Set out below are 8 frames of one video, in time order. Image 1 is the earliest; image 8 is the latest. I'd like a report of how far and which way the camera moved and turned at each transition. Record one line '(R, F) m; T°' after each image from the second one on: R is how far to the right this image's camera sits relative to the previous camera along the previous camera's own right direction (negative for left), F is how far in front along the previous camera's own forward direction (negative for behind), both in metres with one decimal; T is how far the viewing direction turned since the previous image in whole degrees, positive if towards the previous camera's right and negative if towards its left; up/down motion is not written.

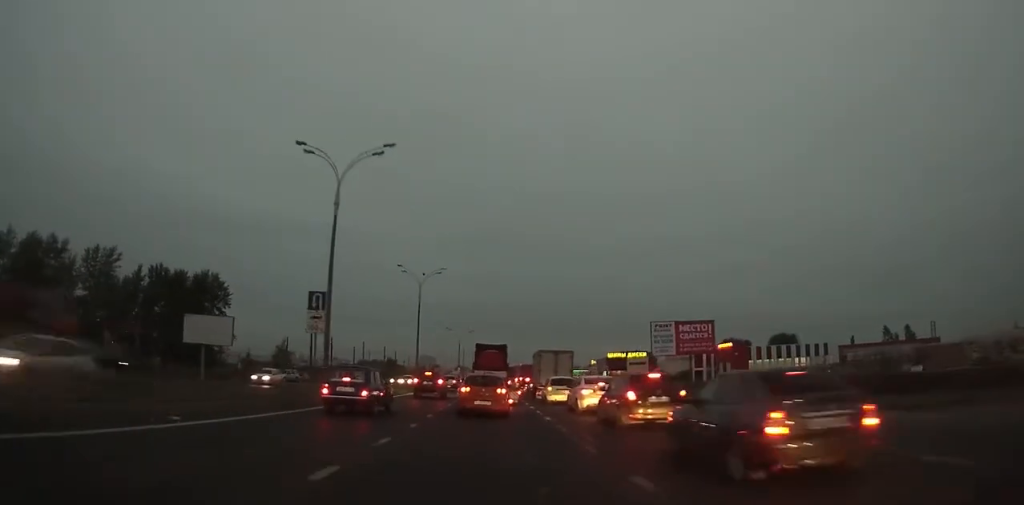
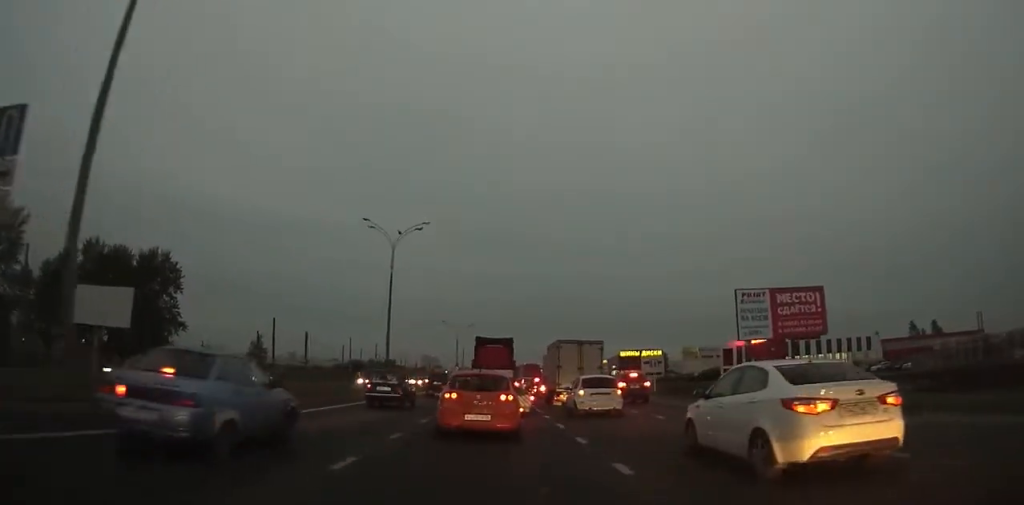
(-0.1, +18.4) m; -1°
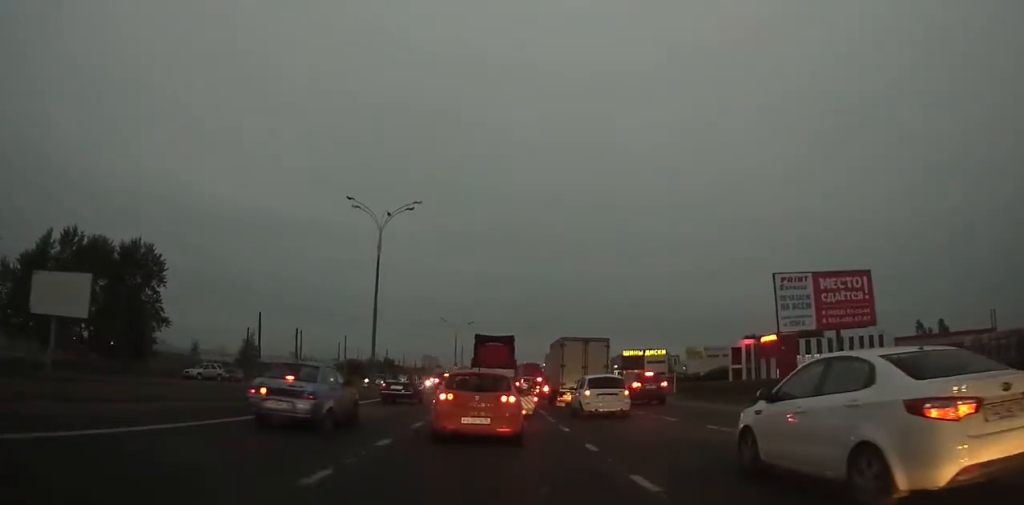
(0.0, +6.2) m; 0°
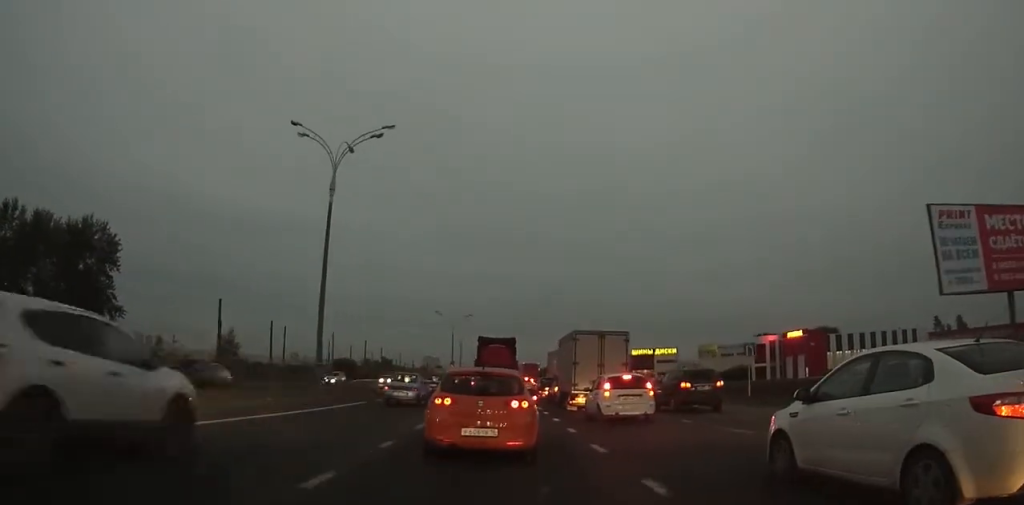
(0.0, +15.4) m; 0°
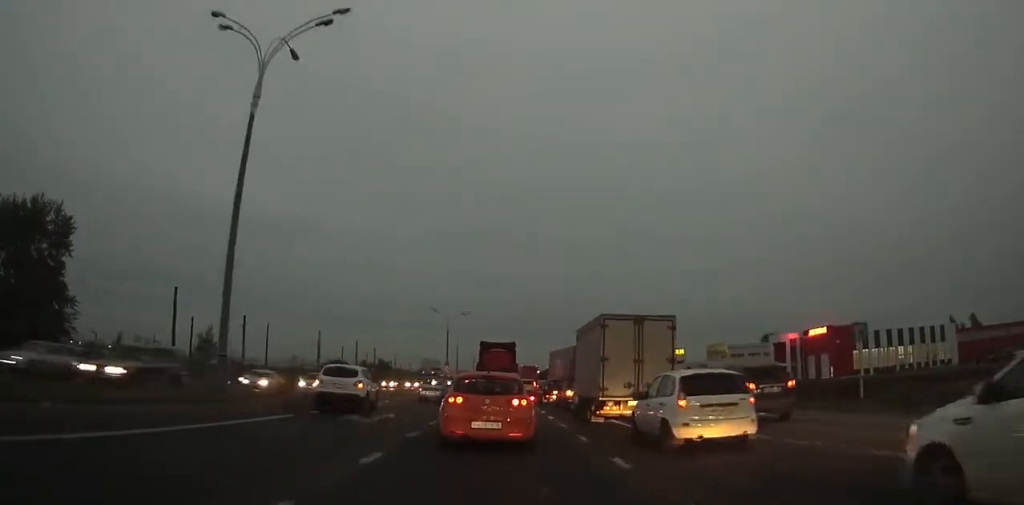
(+0.1, +10.2) m; +1°
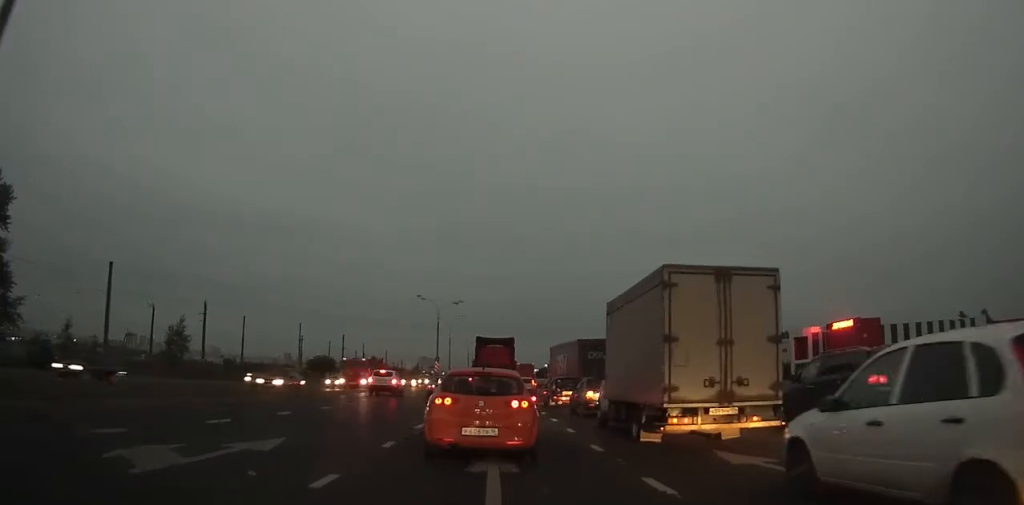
(0.0, +8.2) m; +1°
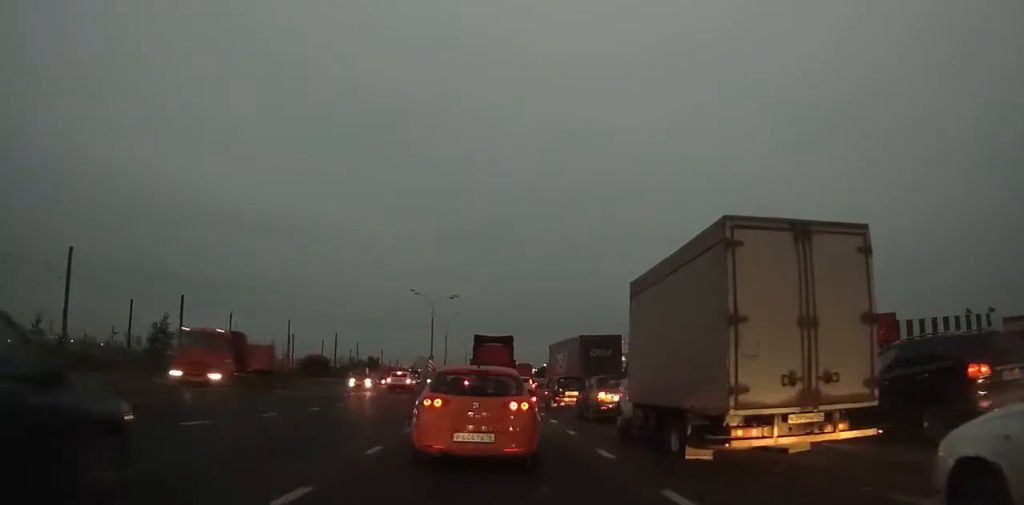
(0.0, +4.2) m; 0°
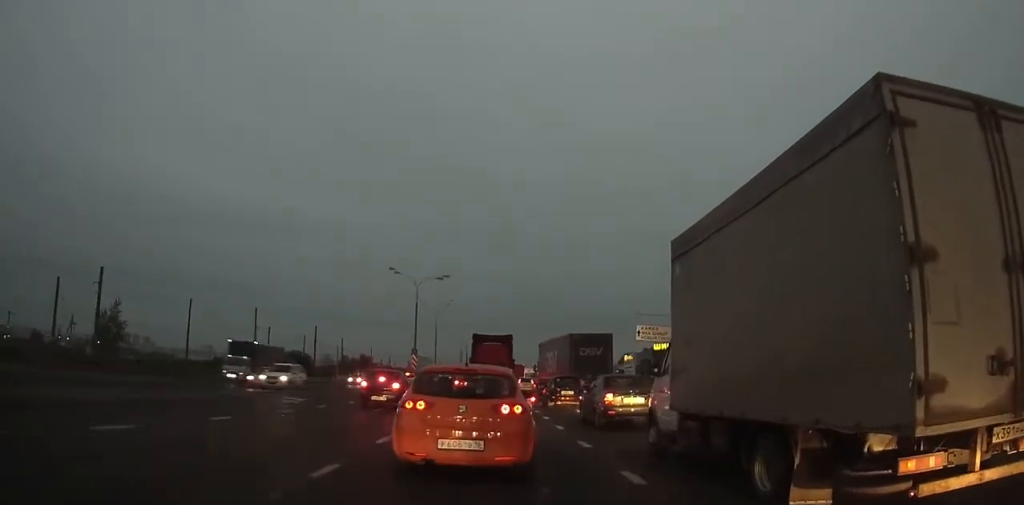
(0.0, +15.0) m; 0°
